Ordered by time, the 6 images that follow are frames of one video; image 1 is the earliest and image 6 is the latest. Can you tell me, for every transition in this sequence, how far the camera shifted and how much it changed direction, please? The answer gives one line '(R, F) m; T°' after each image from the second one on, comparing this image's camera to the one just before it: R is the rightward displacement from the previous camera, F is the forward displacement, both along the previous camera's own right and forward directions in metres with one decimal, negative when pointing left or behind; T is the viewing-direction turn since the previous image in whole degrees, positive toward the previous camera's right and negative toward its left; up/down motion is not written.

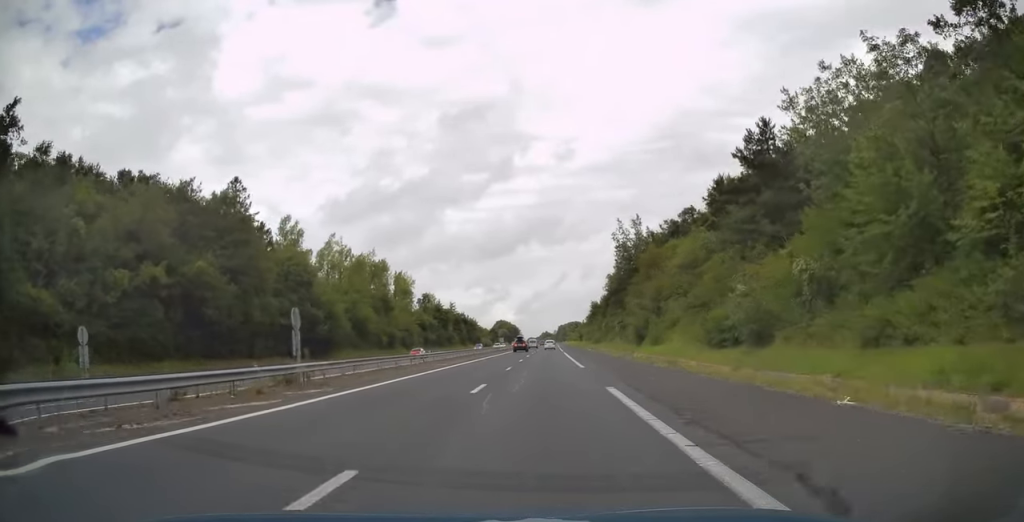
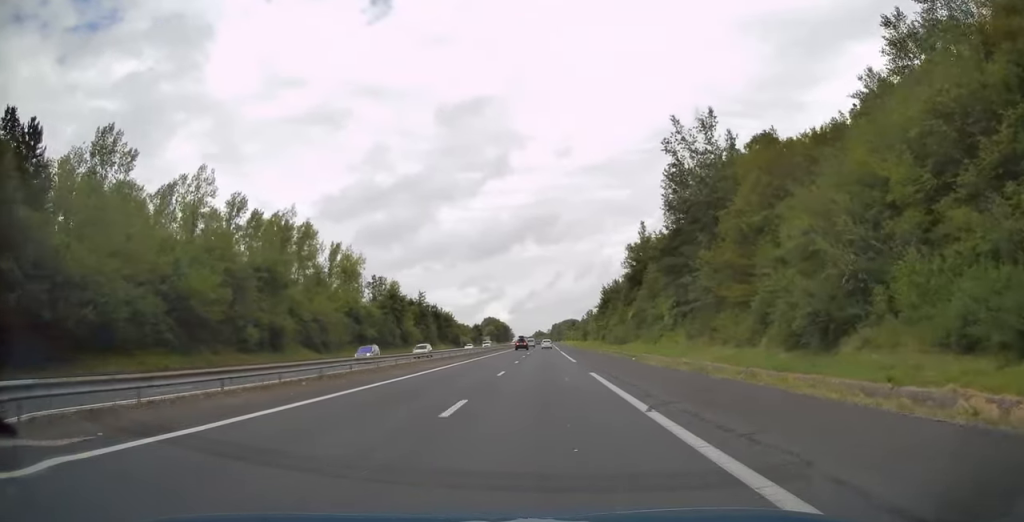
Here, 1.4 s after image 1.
(+0.1, +44.6) m; +1°
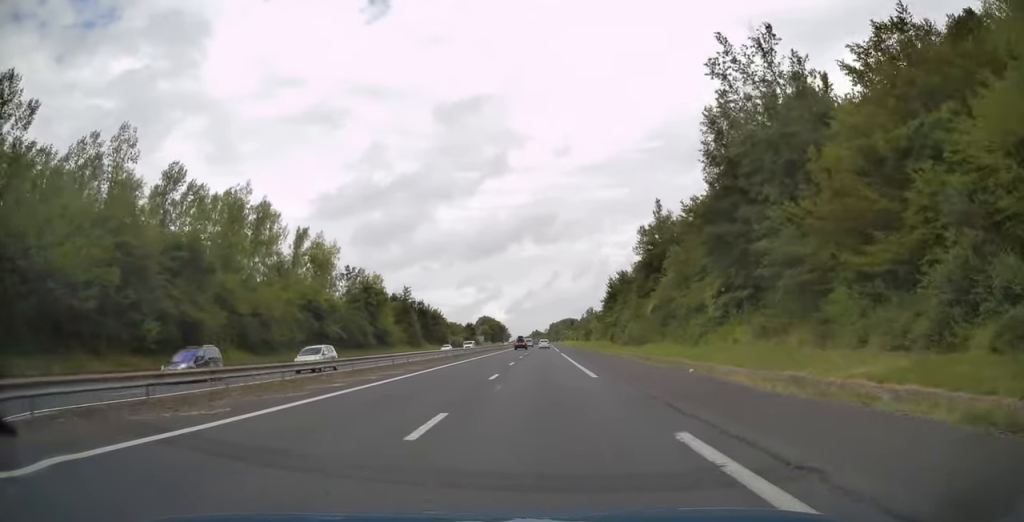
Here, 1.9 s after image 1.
(0.0, +15.6) m; 0°
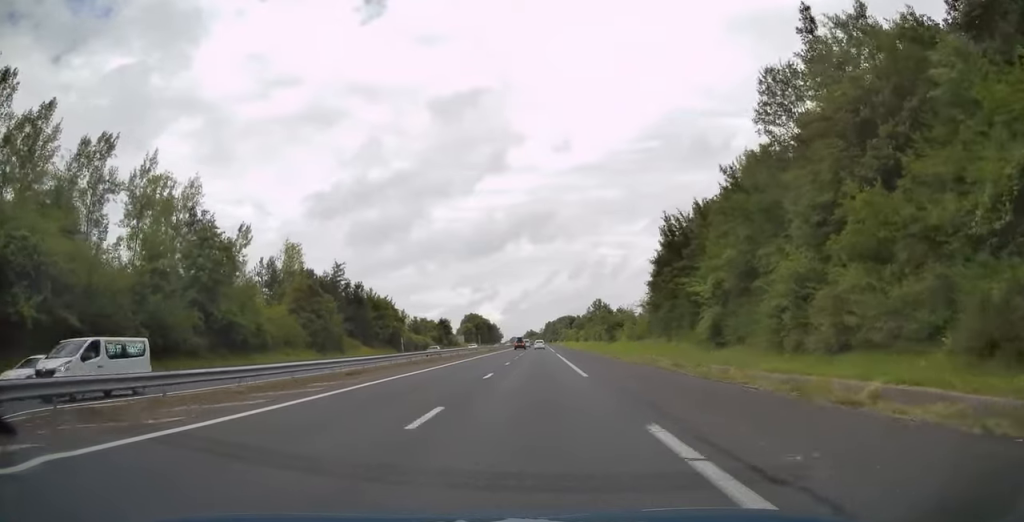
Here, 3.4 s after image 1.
(+0.2, +51.0) m; 0°
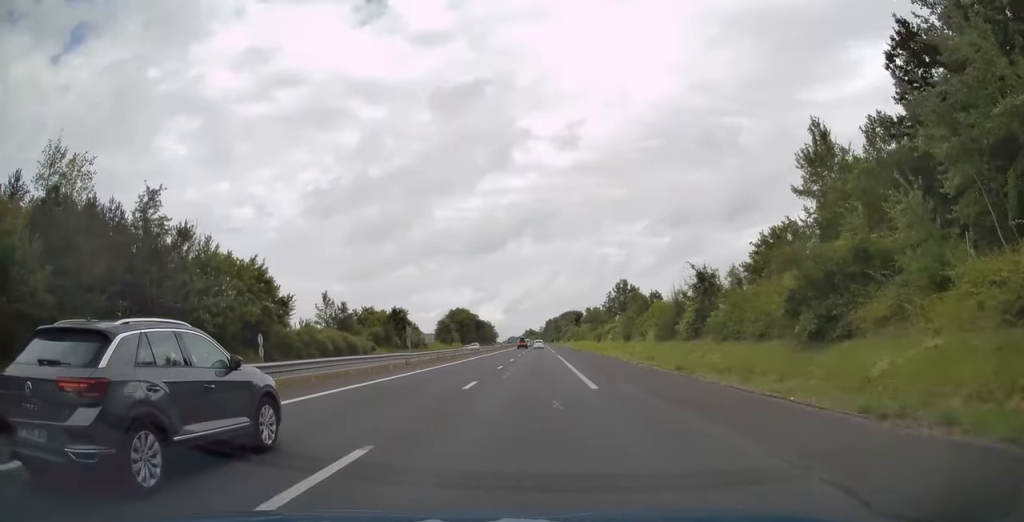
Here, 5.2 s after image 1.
(0.0, +57.1) m; 0°
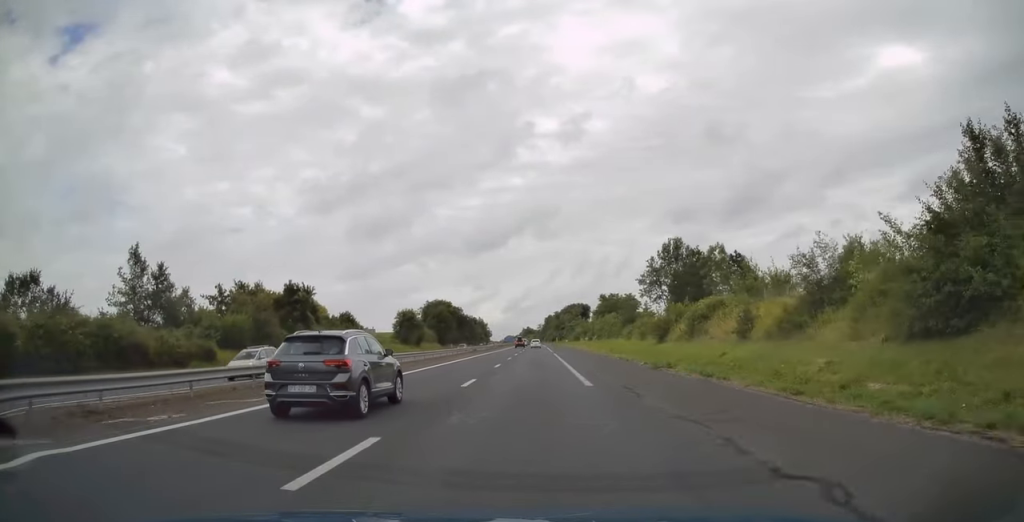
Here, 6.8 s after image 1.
(+0.2, +51.0) m; 0°
